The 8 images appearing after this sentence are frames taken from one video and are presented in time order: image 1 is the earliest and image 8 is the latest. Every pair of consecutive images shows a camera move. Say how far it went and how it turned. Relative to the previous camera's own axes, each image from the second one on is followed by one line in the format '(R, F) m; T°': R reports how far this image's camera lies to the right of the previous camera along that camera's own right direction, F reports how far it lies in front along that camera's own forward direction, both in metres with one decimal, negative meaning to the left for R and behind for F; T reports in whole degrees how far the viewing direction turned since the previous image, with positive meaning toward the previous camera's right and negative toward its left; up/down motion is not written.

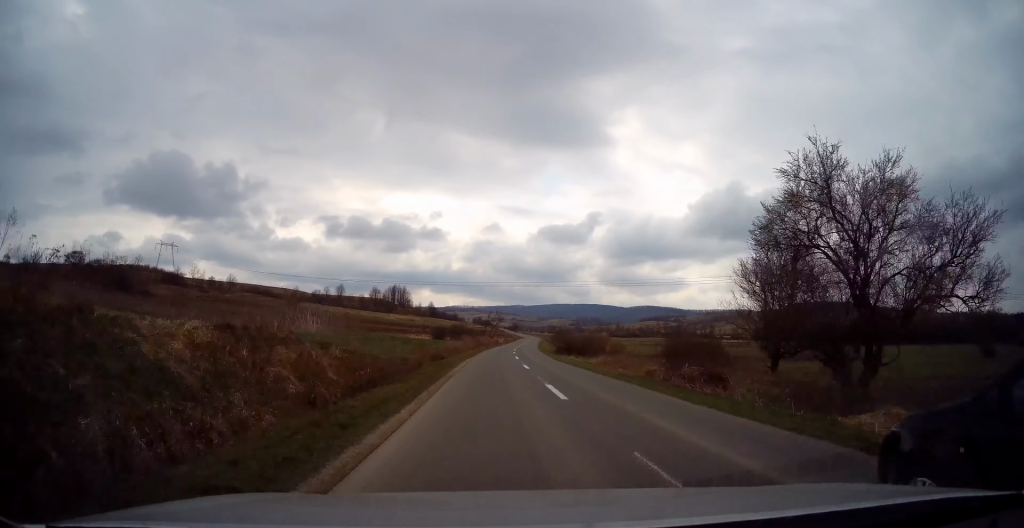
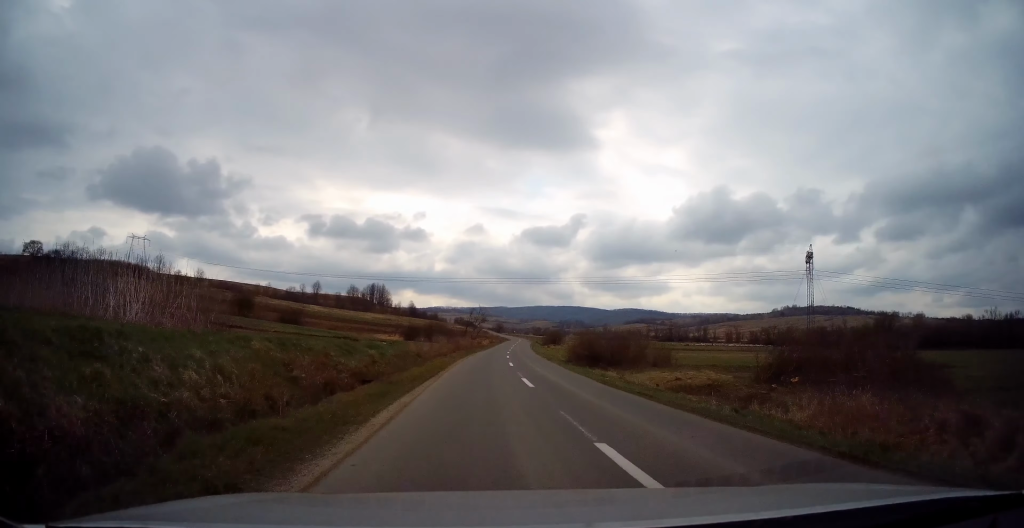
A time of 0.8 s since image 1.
(+0.1, +19.8) m; +1°
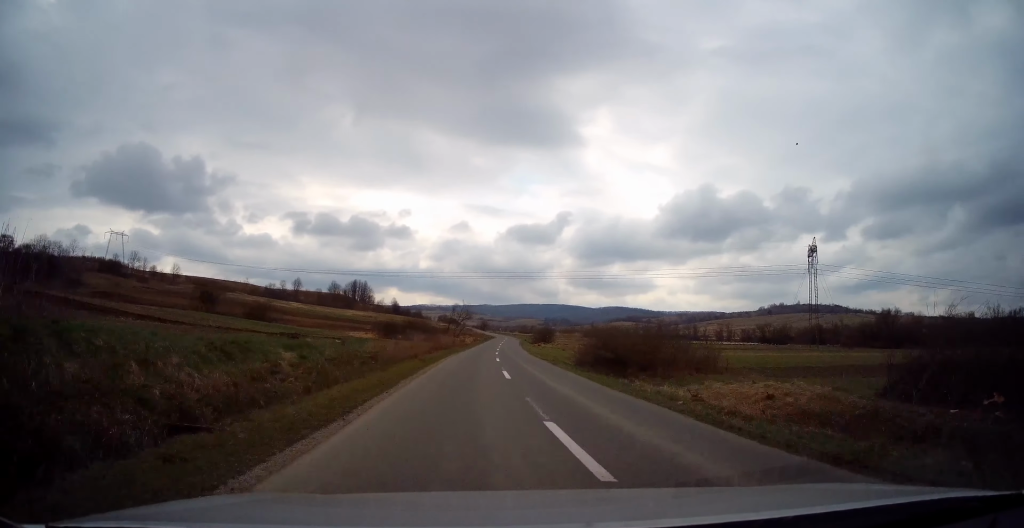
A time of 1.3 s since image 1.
(-0.2, +10.4) m; +1°
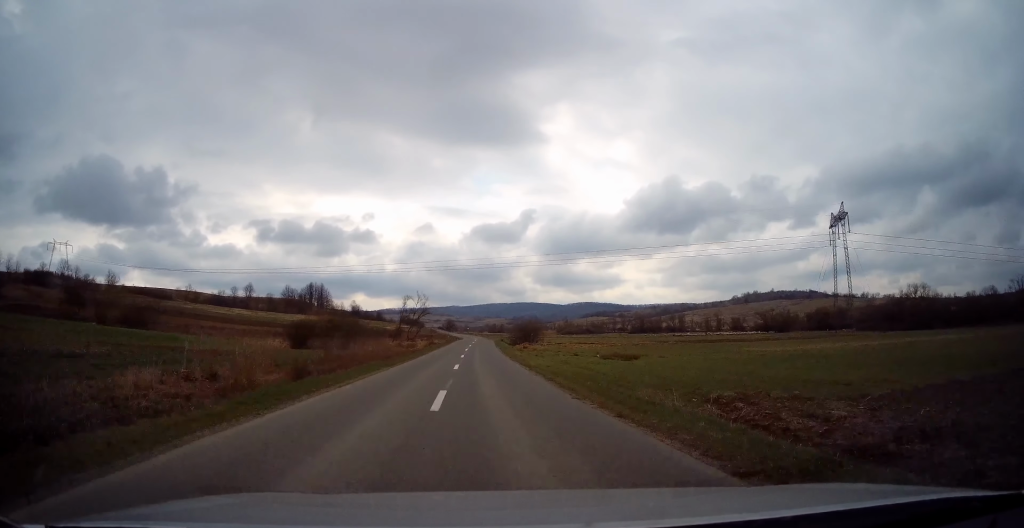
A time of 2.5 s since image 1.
(+1.3, +30.7) m; +3°
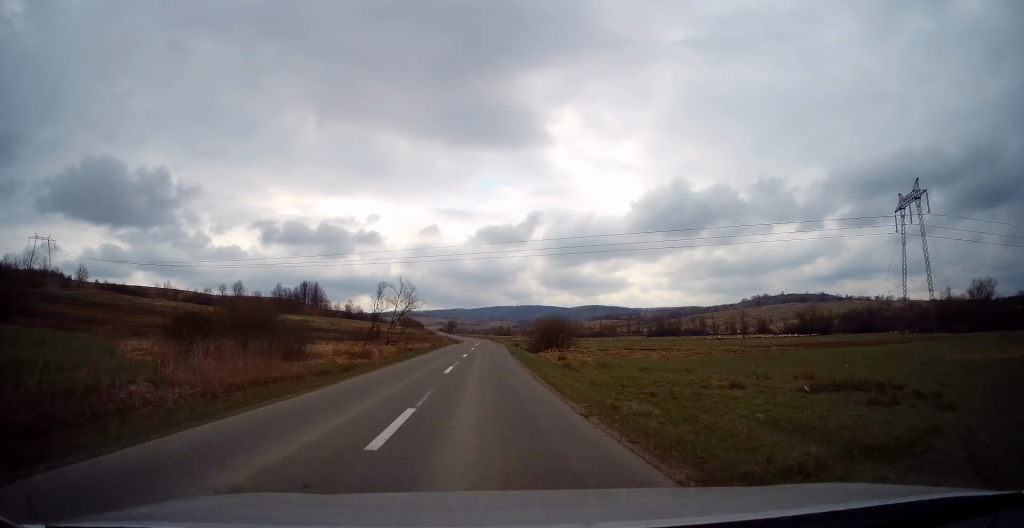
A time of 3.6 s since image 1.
(+0.1, +27.2) m; 0°
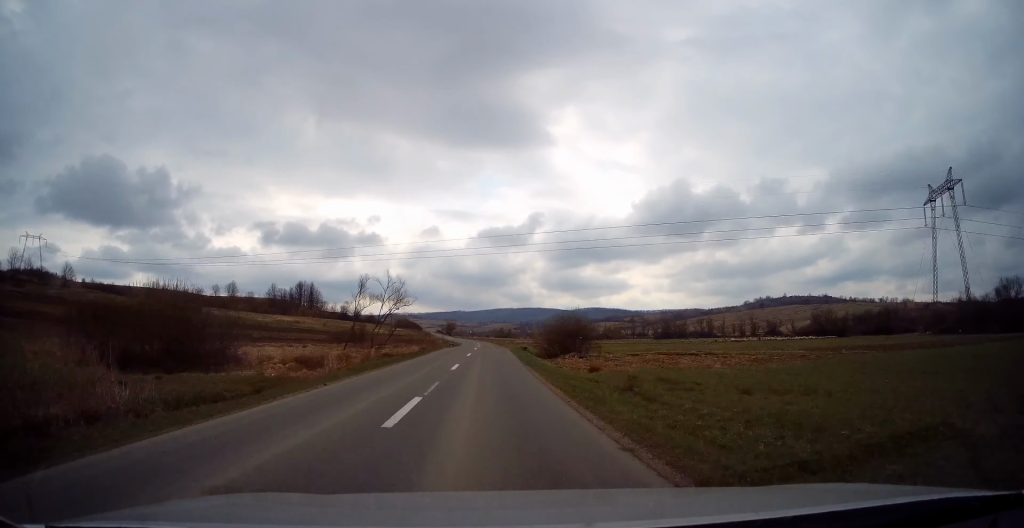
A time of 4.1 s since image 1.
(-0.1, +10.8) m; 0°
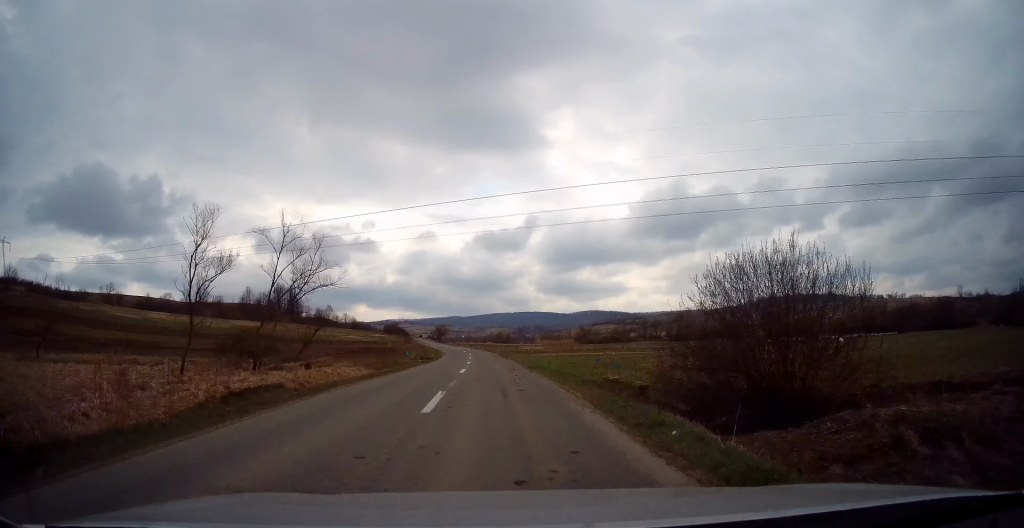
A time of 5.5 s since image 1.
(-0.1, +34.3) m; +1°
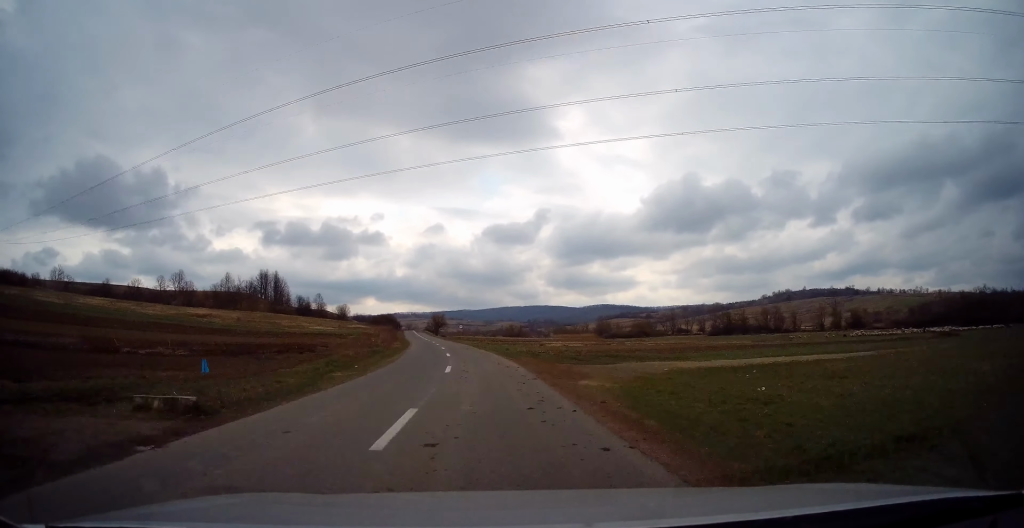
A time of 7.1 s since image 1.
(+0.1, +38.5) m; -2°
